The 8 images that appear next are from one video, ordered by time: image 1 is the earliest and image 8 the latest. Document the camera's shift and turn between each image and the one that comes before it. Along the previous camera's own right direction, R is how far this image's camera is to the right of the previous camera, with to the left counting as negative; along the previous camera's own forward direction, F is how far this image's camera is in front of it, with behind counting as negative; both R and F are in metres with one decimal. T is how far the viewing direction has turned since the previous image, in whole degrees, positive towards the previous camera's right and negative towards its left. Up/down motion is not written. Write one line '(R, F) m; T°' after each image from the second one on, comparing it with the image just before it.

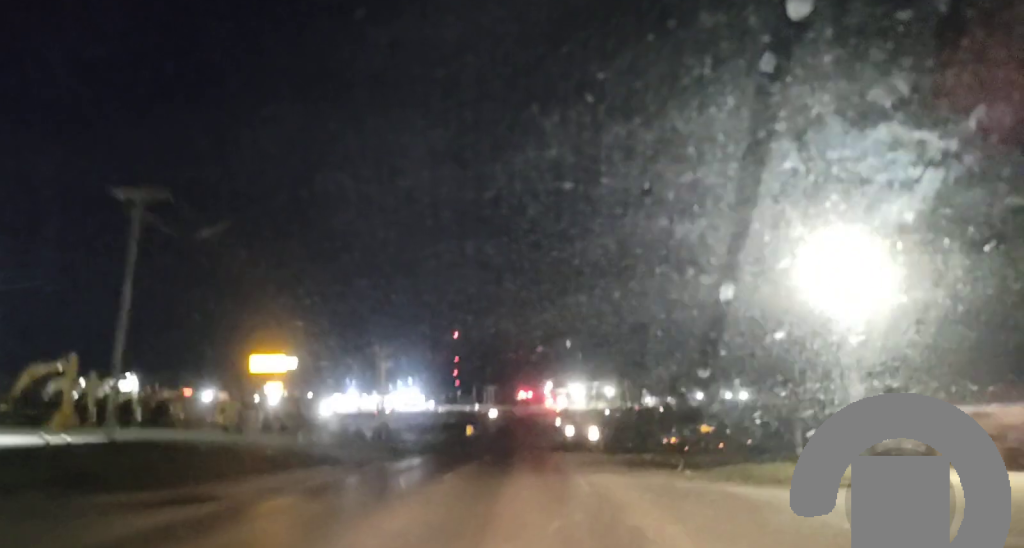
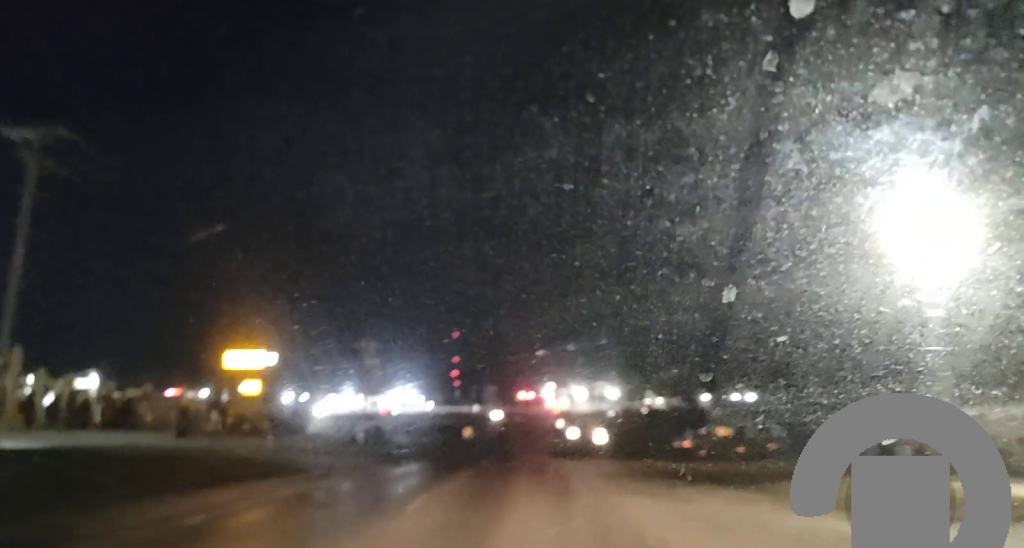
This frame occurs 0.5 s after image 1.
(+0.2, +7.0) m; 0°
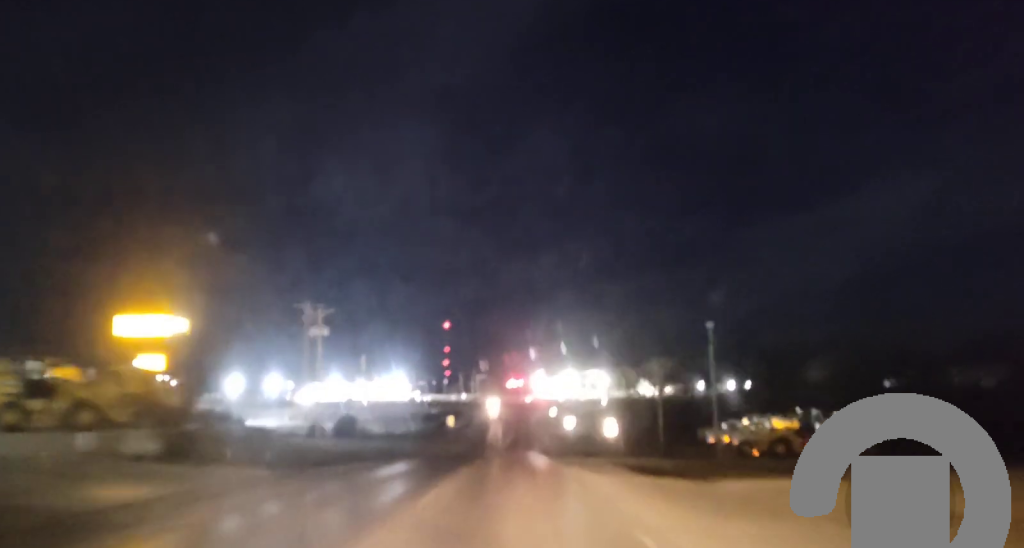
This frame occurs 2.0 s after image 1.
(-0.5, +24.3) m; 0°
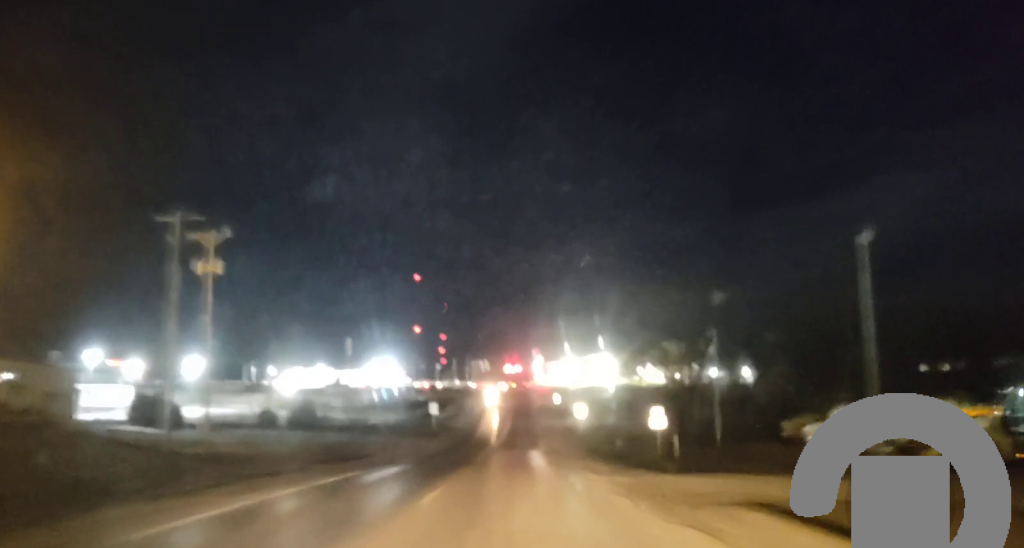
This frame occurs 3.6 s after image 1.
(+0.5, +24.3) m; +1°
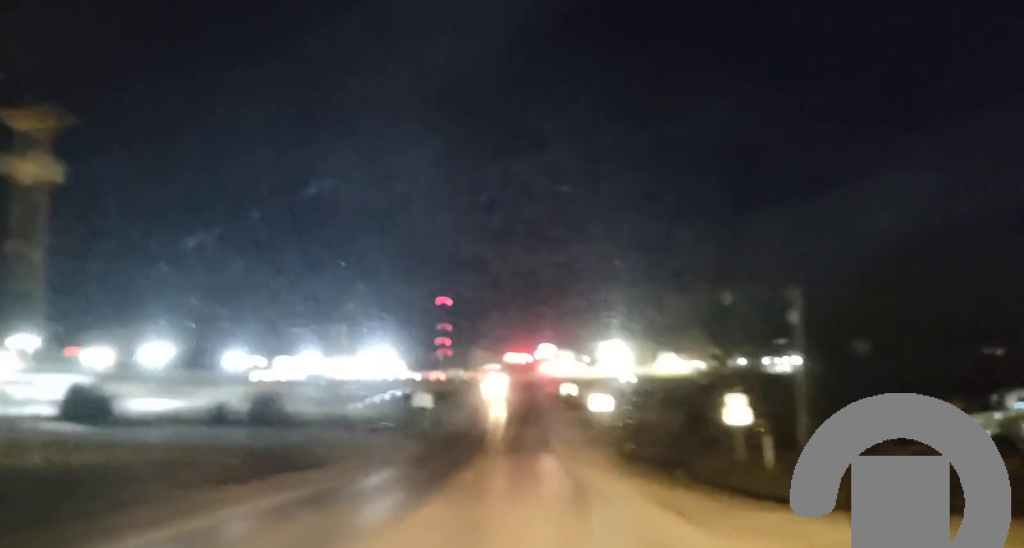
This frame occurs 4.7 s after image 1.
(-0.1, +16.5) m; 0°
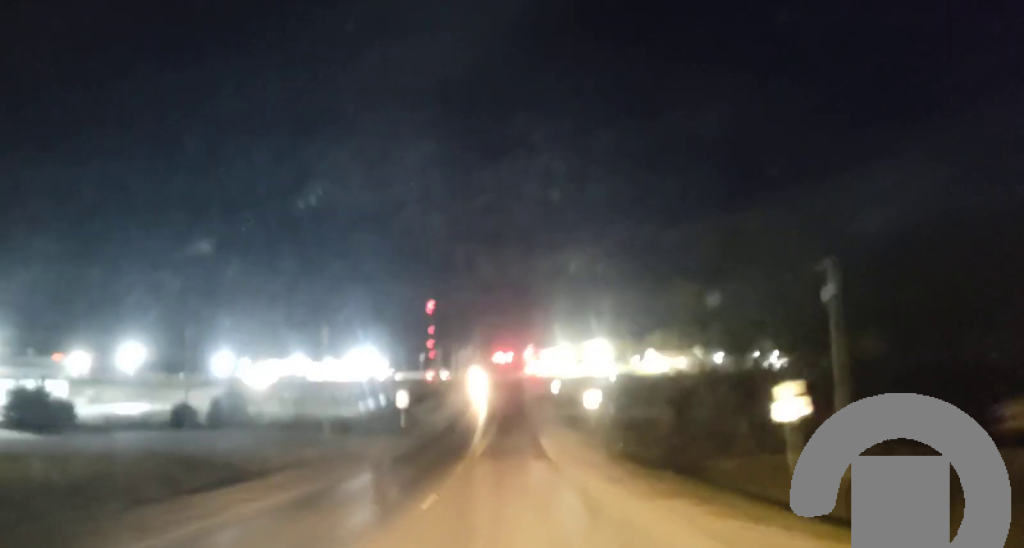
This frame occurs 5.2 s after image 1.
(+0.1, +7.9) m; 0°
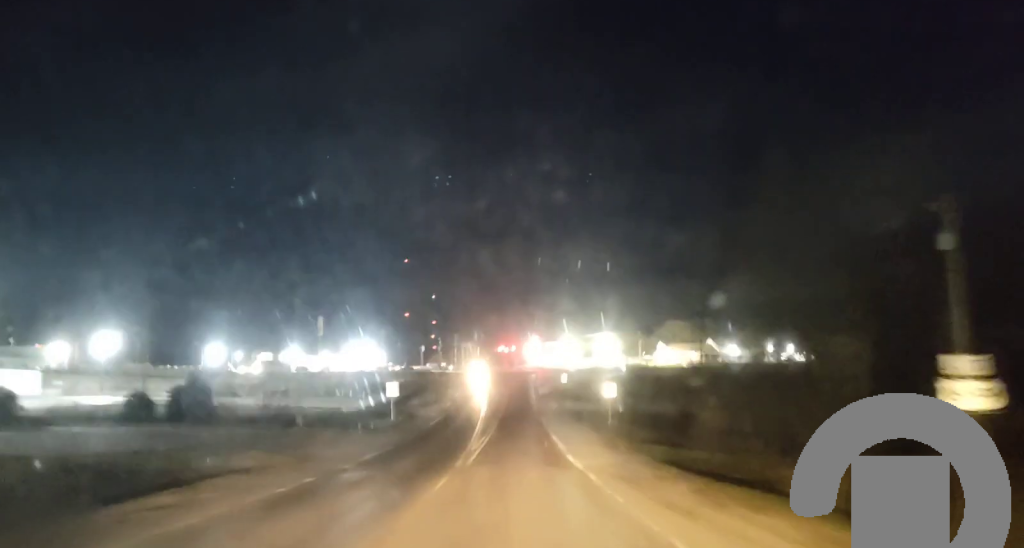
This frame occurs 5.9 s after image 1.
(0.0, +10.5) m; 0°
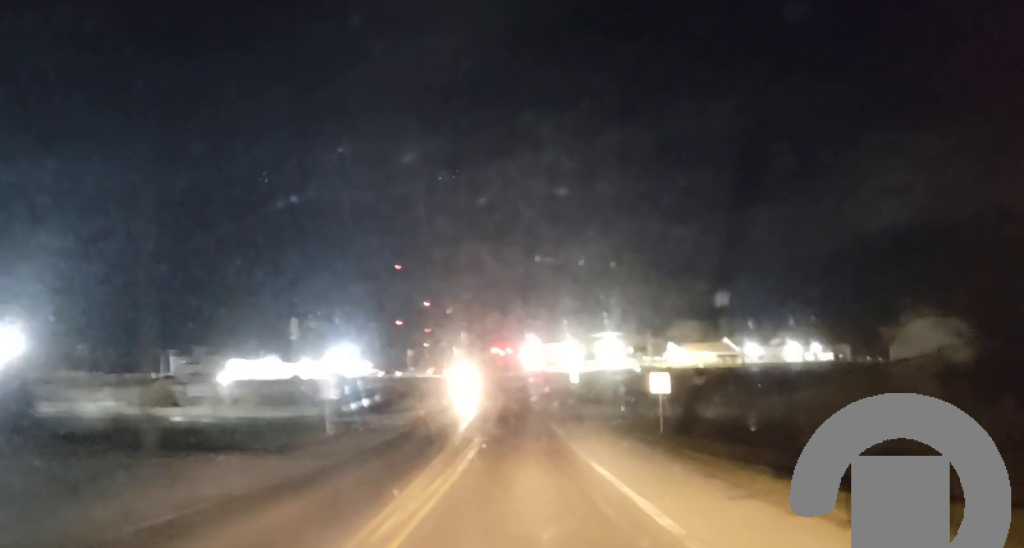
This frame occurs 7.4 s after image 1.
(0.0, +23.7) m; 0°
